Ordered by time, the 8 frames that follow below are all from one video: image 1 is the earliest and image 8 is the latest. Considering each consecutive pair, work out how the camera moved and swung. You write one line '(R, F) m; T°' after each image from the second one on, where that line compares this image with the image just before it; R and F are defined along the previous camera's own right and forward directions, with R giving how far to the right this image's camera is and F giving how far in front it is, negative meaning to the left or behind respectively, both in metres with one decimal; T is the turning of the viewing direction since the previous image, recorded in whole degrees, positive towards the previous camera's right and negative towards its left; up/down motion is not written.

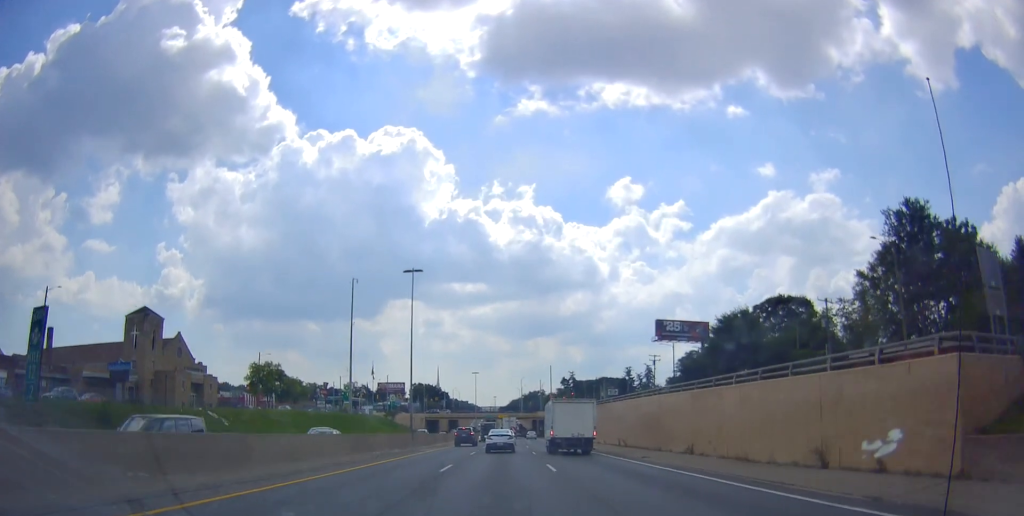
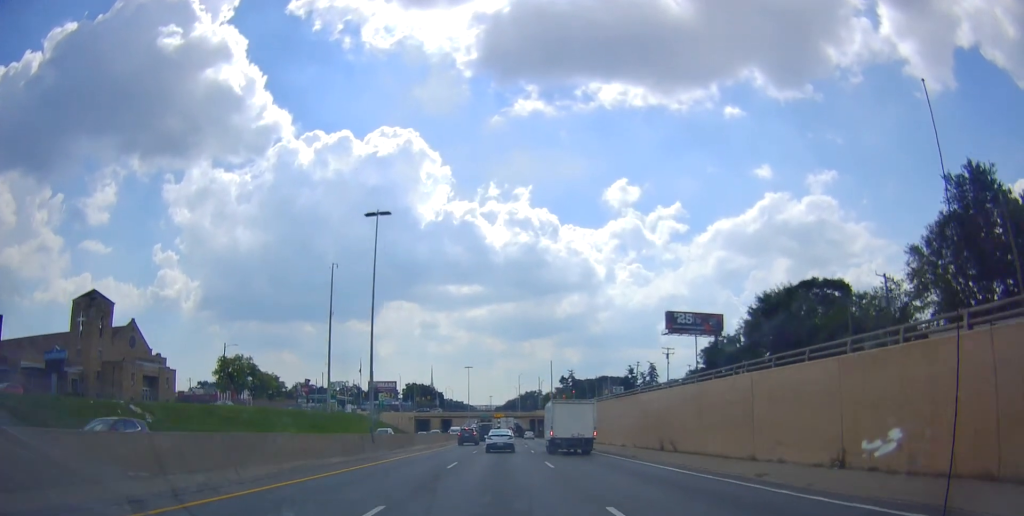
(+0.2, +13.1) m; +1°
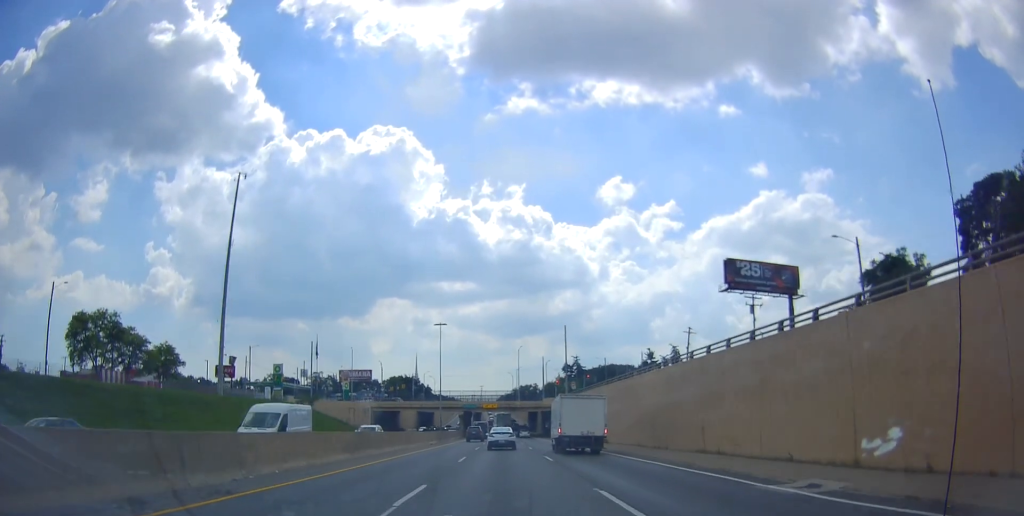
(0.0, +42.6) m; 0°
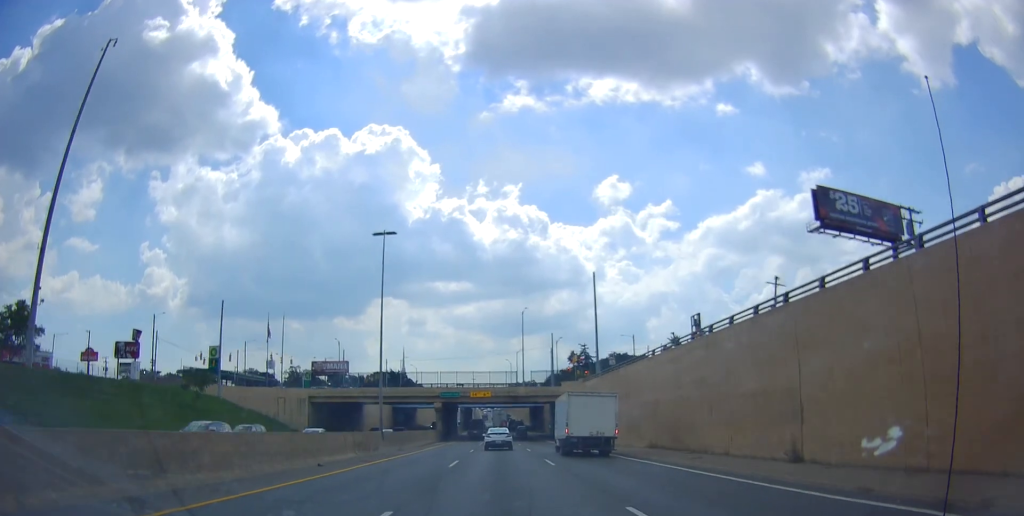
(0.0, +33.2) m; 0°
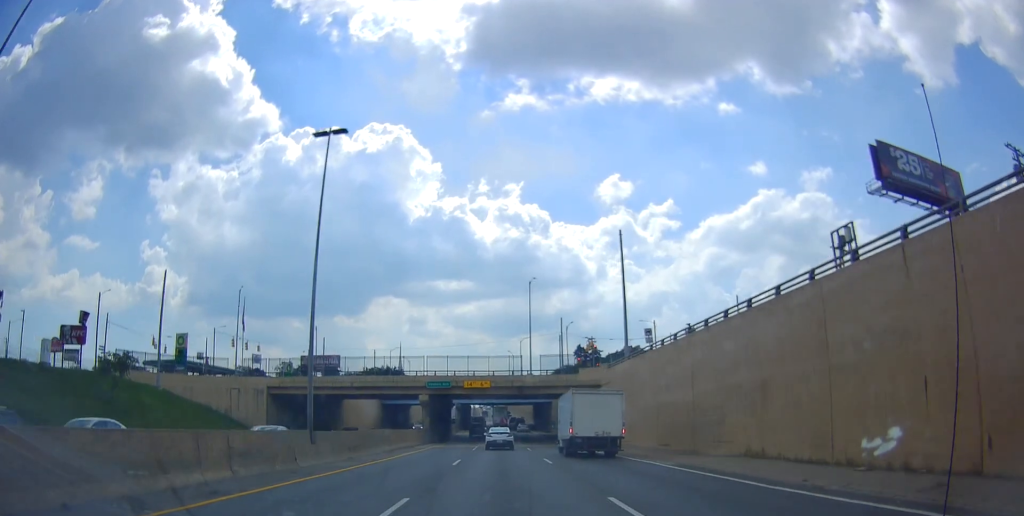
(0.0, +13.8) m; 0°
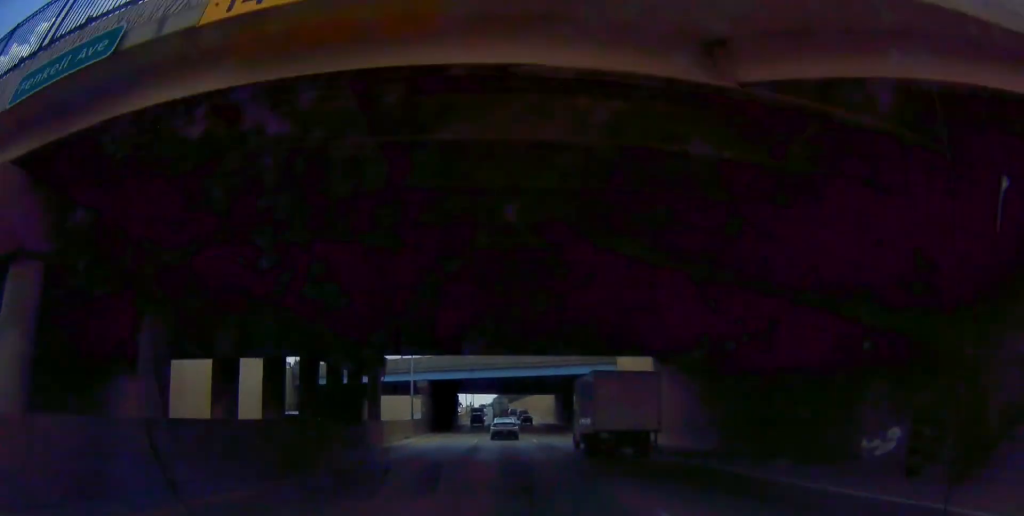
(0.0, +52.0) m; 0°
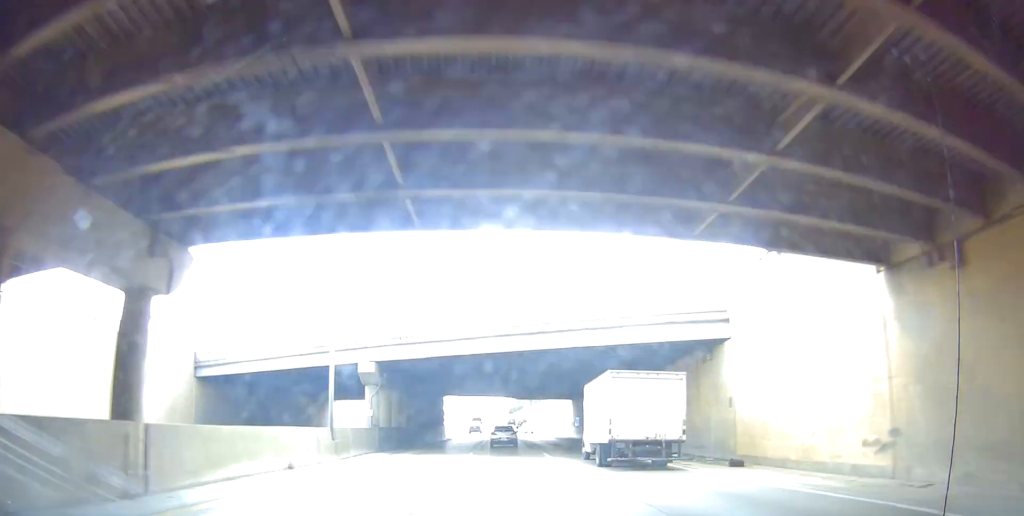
(0.0, +23.2) m; 0°
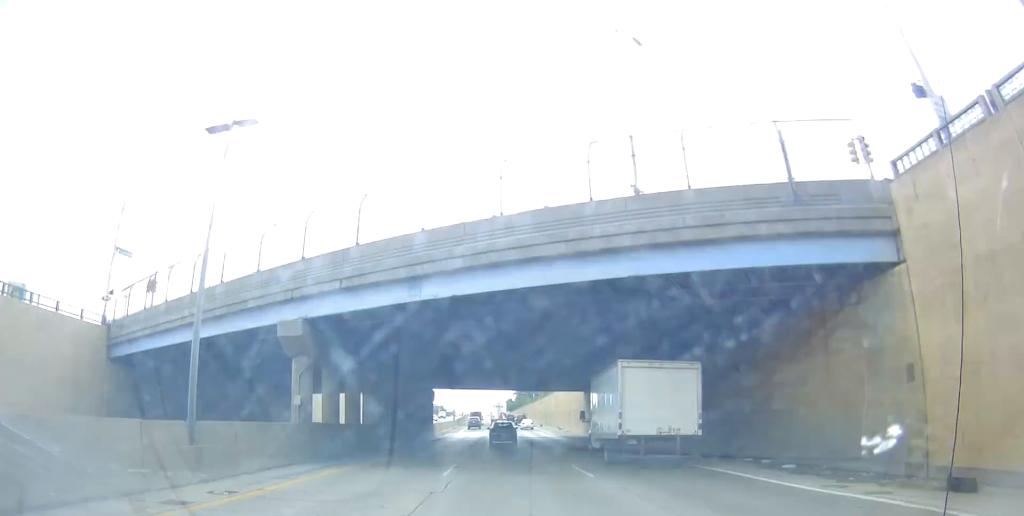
(0.0, +11.7) m; 0°
